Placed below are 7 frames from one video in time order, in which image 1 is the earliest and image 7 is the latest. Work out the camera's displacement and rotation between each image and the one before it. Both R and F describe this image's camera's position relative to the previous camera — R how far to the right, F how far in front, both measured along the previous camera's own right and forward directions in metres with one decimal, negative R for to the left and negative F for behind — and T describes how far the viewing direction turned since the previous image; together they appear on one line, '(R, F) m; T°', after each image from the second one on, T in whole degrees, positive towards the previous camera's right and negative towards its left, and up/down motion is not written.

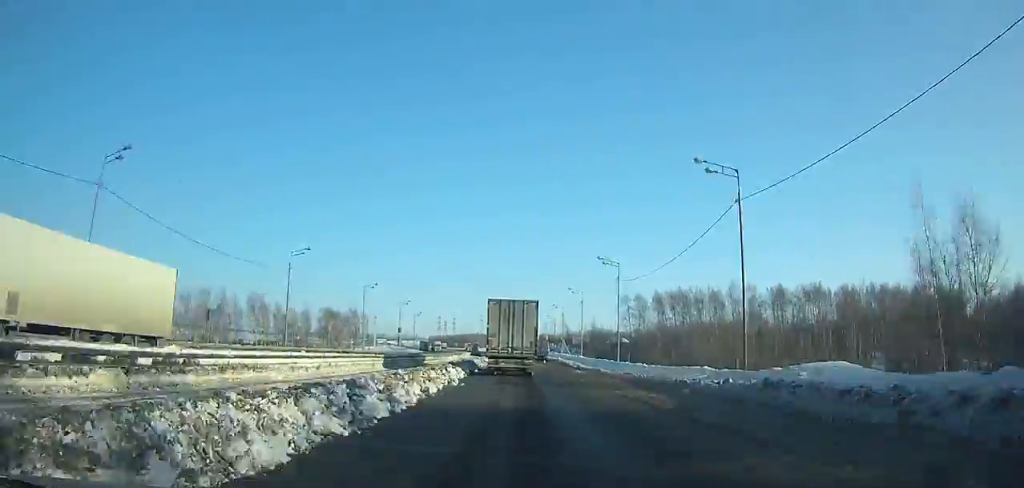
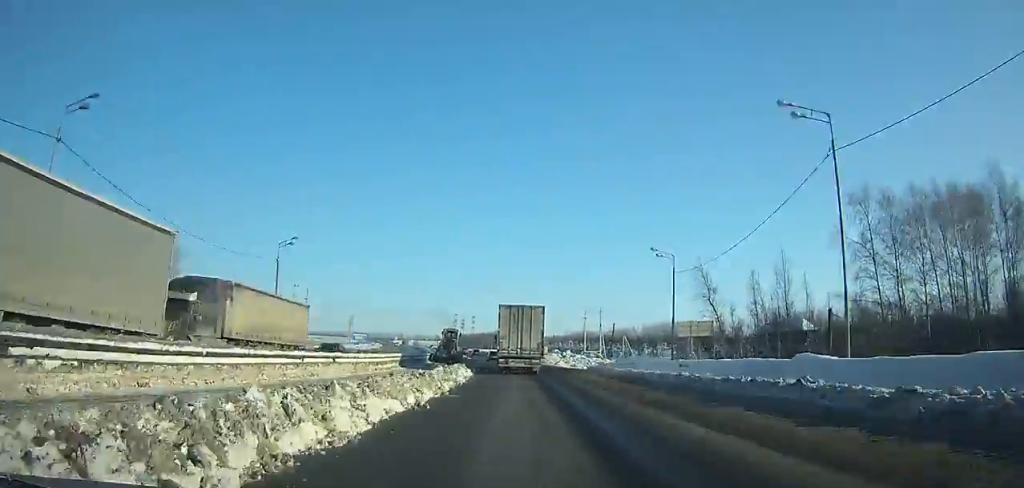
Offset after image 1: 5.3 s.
(-2.2, +96.2) m; -3°
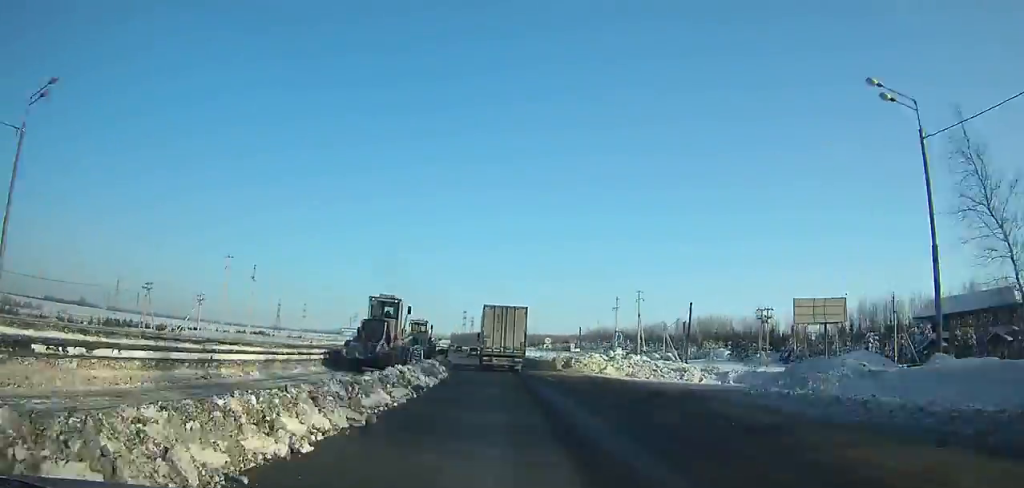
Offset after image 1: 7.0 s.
(+0.2, +31.7) m; -2°
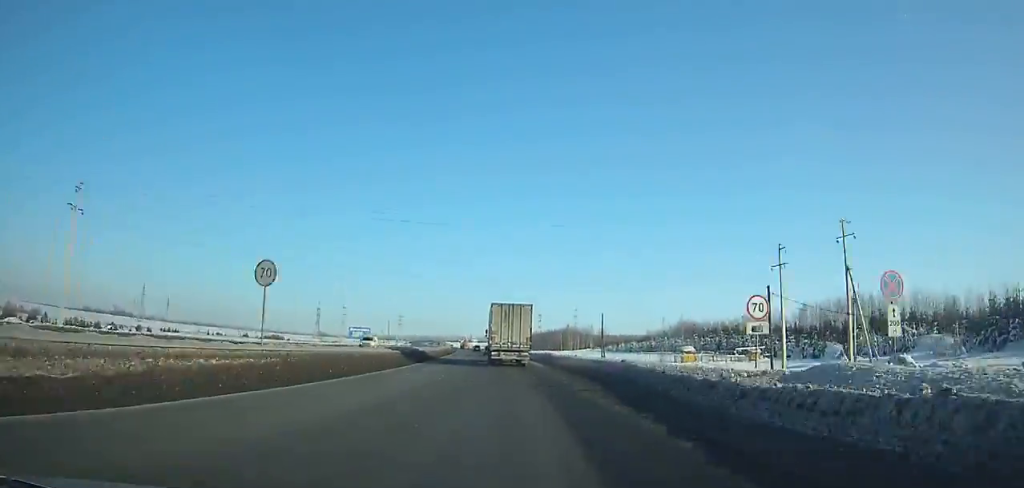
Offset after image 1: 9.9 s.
(-2.1, +55.0) m; -4°
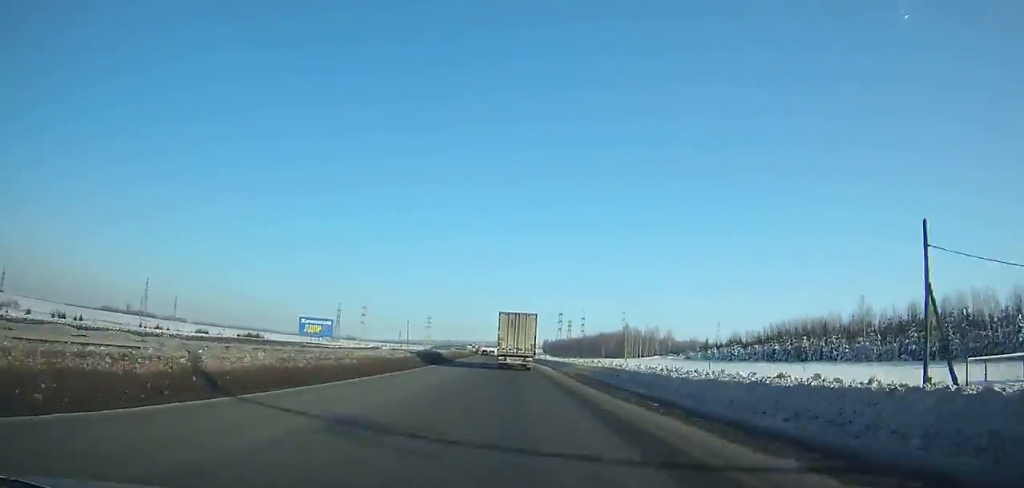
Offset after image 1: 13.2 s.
(-2.6, +63.0) m; -4°
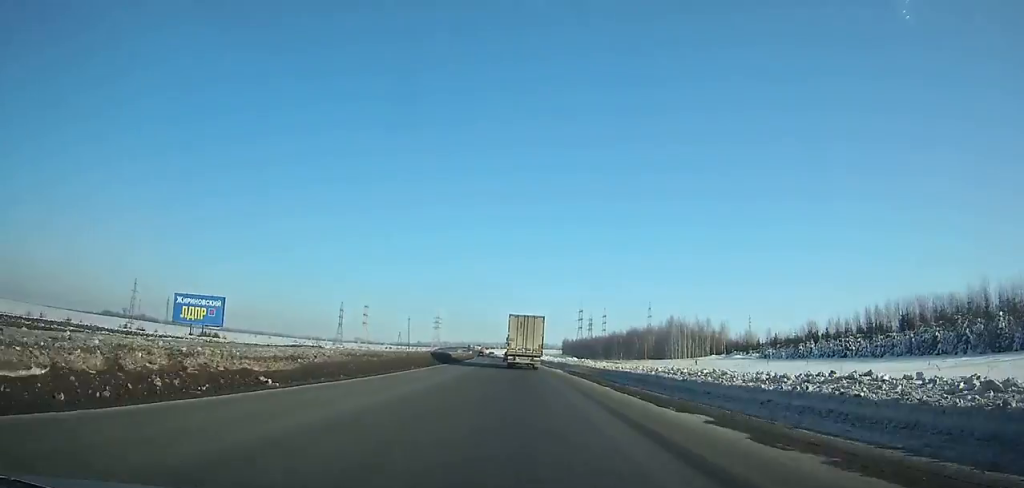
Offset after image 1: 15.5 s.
(-0.8, +44.0) m; -2°
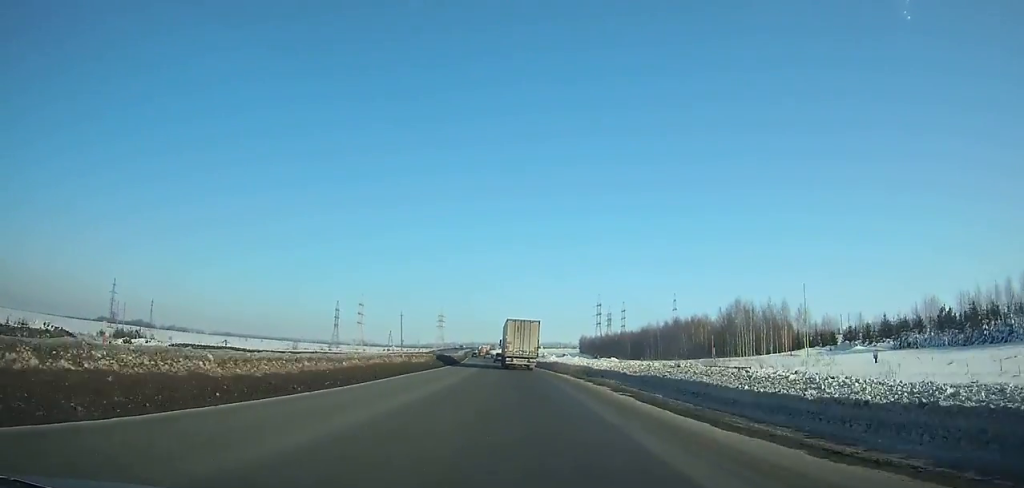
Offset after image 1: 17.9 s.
(-0.8, +46.2) m; -2°
